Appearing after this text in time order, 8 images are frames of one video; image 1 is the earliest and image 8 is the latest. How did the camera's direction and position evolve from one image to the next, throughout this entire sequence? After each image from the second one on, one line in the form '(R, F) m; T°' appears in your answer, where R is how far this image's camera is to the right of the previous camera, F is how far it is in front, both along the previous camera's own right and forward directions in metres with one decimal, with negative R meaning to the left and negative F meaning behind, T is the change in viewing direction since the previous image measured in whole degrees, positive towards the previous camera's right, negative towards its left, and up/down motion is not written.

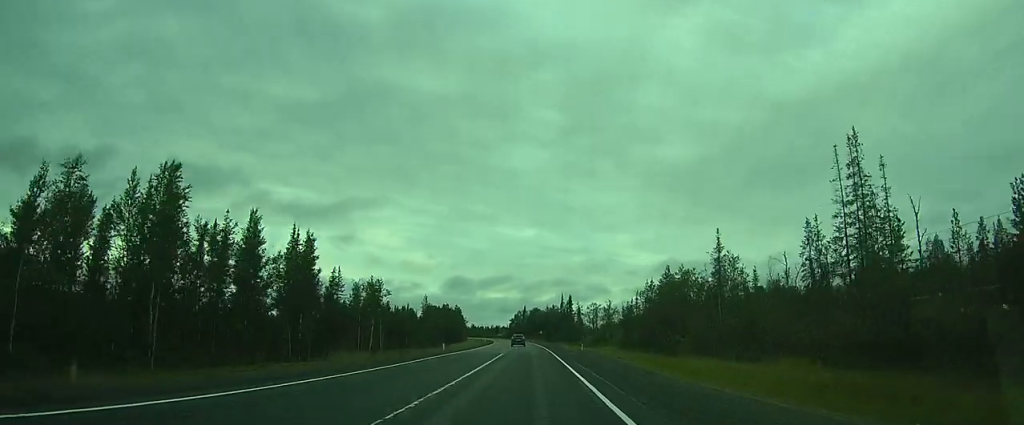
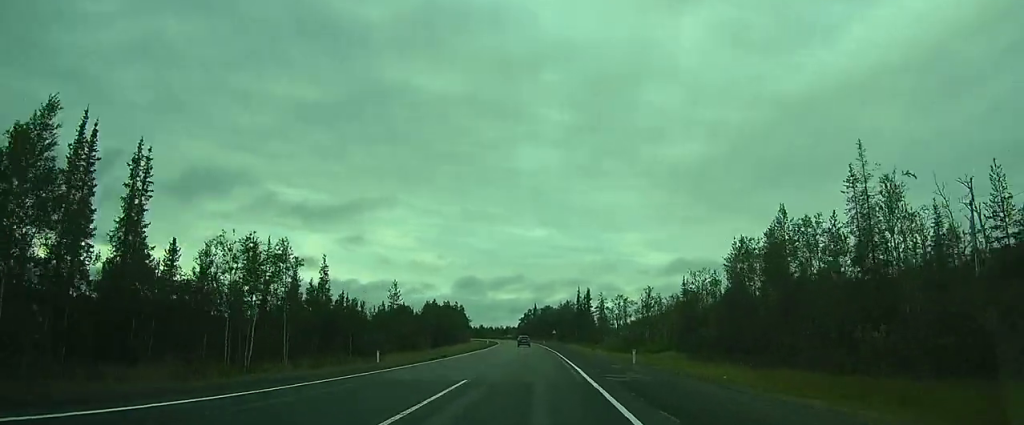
(0.0, +24.7) m; 0°
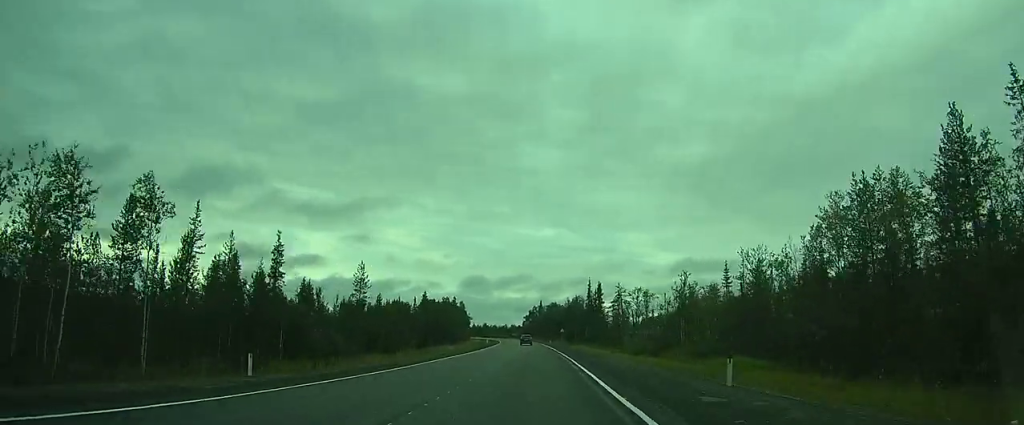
(0.0, +15.0) m; 0°
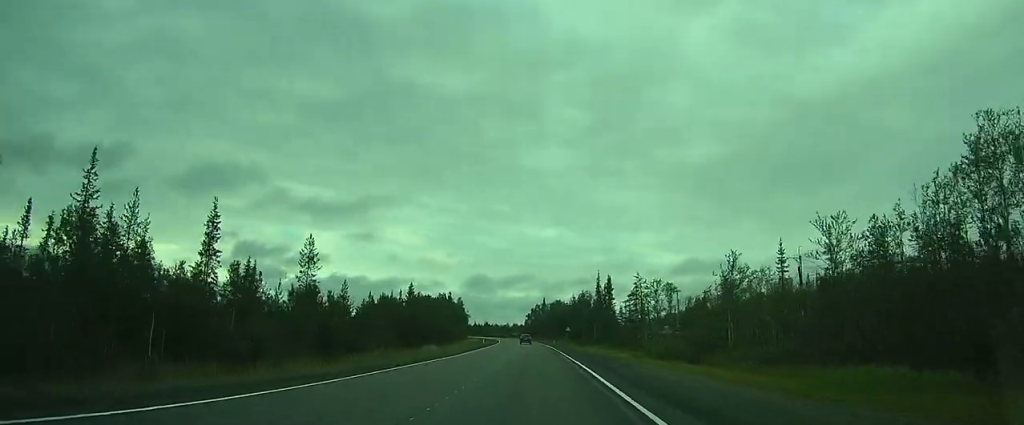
(0.0, +13.4) m; 0°
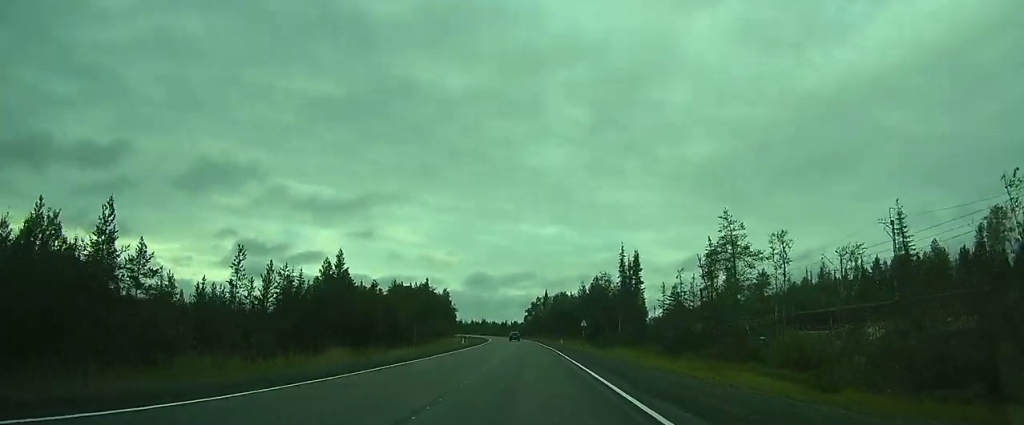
(-0.1, +31.4) m; -1°
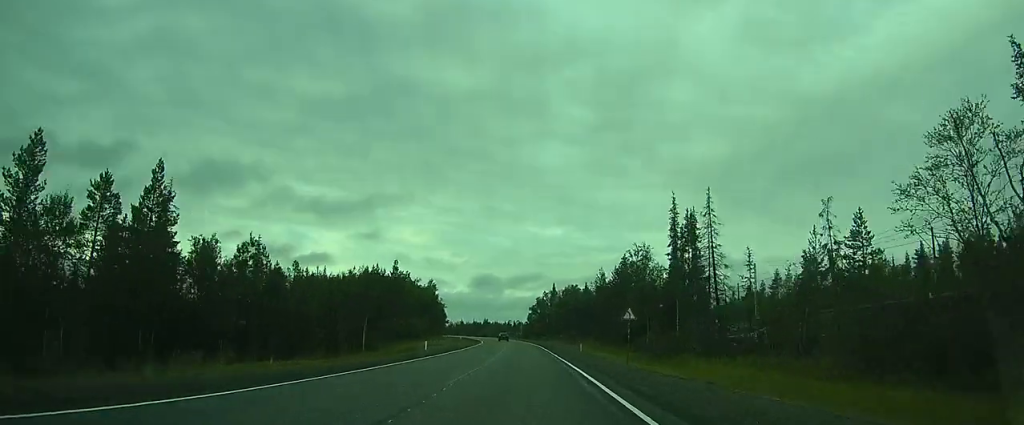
(-0.2, +27.5) m; -1°
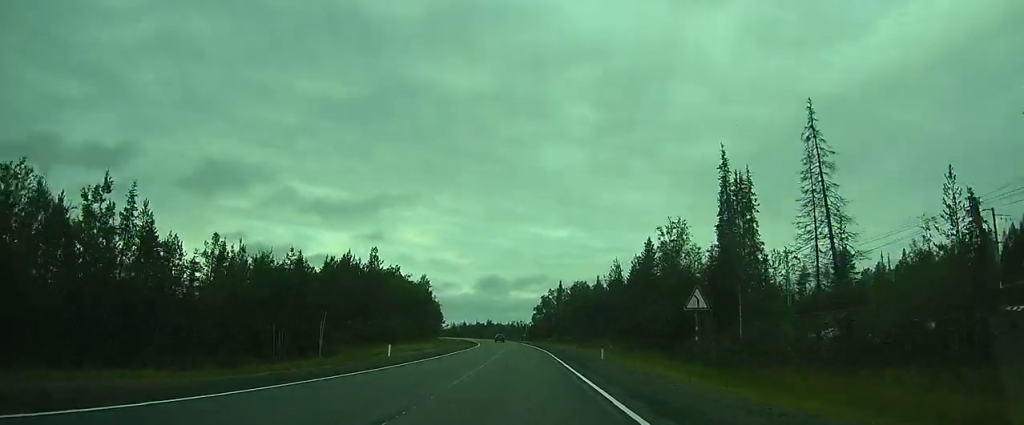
(0.0, +12.7) m; 0°
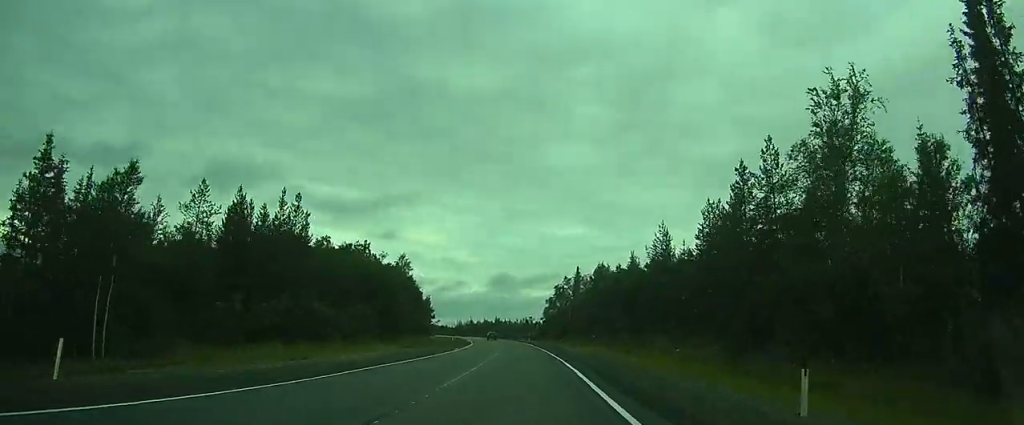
(0.0, +25.0) m; 0°
